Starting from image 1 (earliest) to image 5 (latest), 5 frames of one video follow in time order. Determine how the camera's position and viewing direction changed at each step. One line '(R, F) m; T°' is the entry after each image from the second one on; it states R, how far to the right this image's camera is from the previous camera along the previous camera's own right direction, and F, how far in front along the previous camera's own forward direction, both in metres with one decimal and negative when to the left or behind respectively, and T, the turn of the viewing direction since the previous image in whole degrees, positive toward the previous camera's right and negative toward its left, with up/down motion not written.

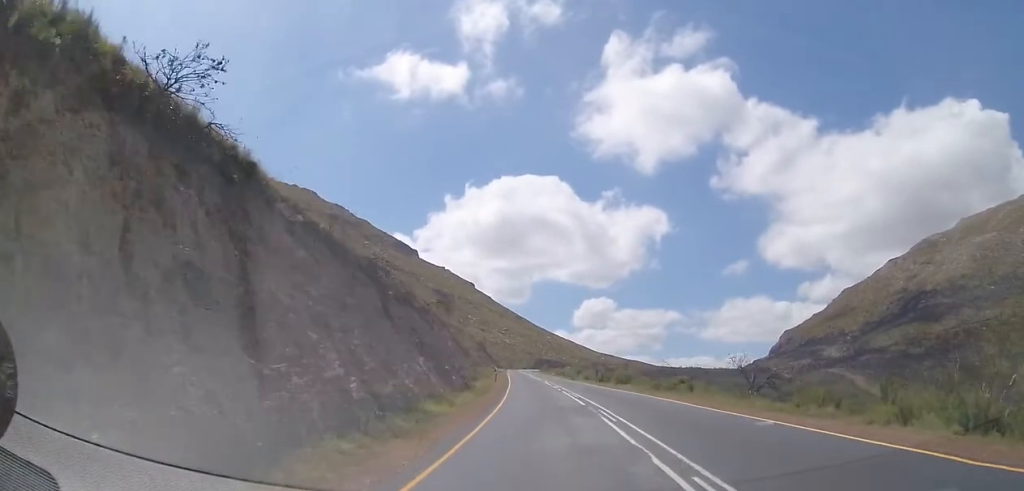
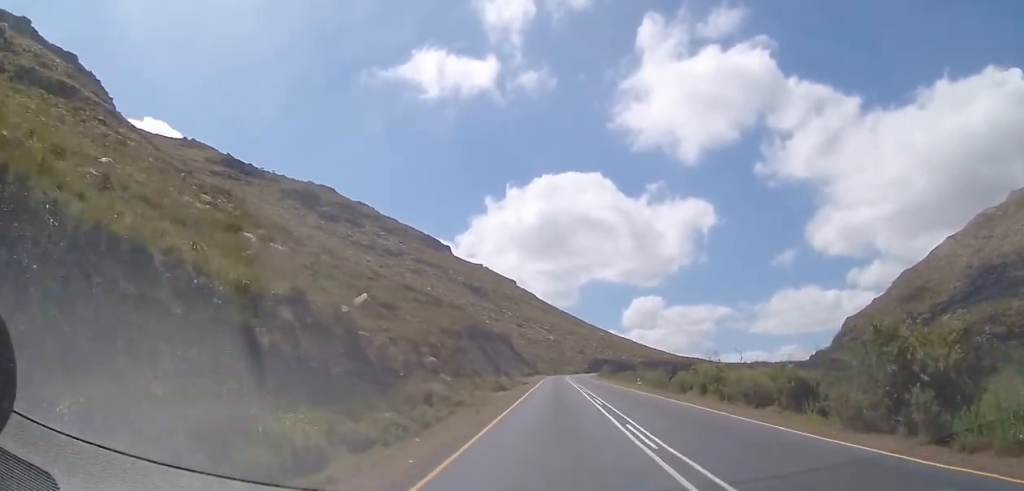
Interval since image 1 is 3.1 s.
(-3.9, +64.4) m; -5°
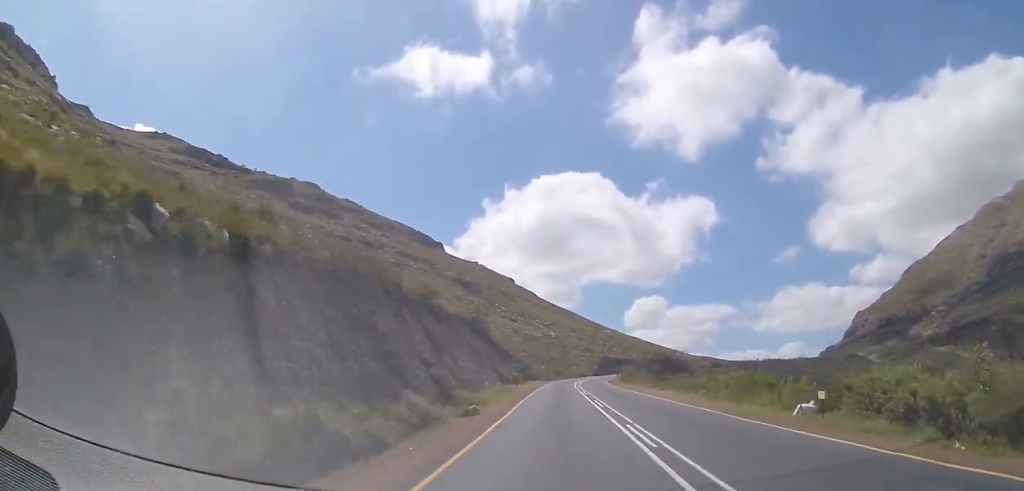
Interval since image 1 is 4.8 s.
(-0.5, +36.0) m; -1°
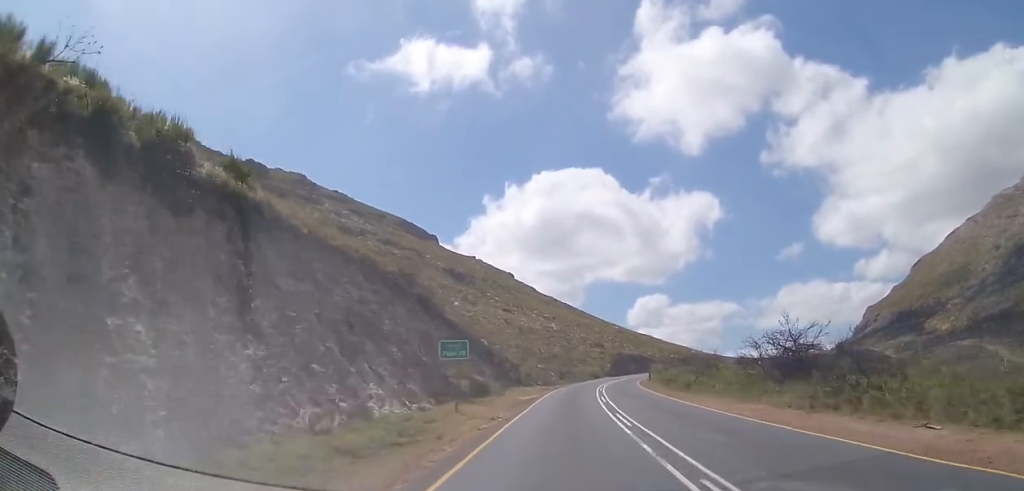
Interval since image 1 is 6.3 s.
(+0.1, +31.5) m; +1°
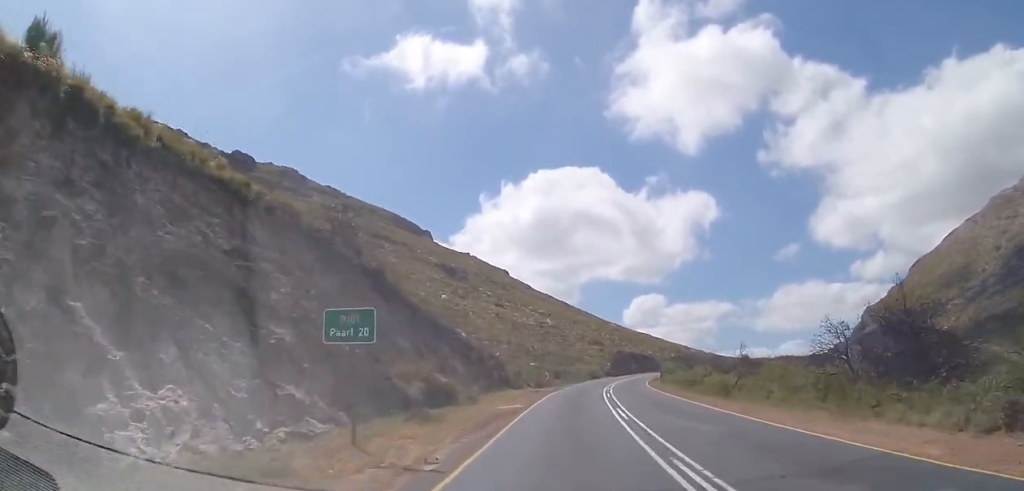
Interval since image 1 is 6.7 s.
(+0.1, +9.9) m; +1°
